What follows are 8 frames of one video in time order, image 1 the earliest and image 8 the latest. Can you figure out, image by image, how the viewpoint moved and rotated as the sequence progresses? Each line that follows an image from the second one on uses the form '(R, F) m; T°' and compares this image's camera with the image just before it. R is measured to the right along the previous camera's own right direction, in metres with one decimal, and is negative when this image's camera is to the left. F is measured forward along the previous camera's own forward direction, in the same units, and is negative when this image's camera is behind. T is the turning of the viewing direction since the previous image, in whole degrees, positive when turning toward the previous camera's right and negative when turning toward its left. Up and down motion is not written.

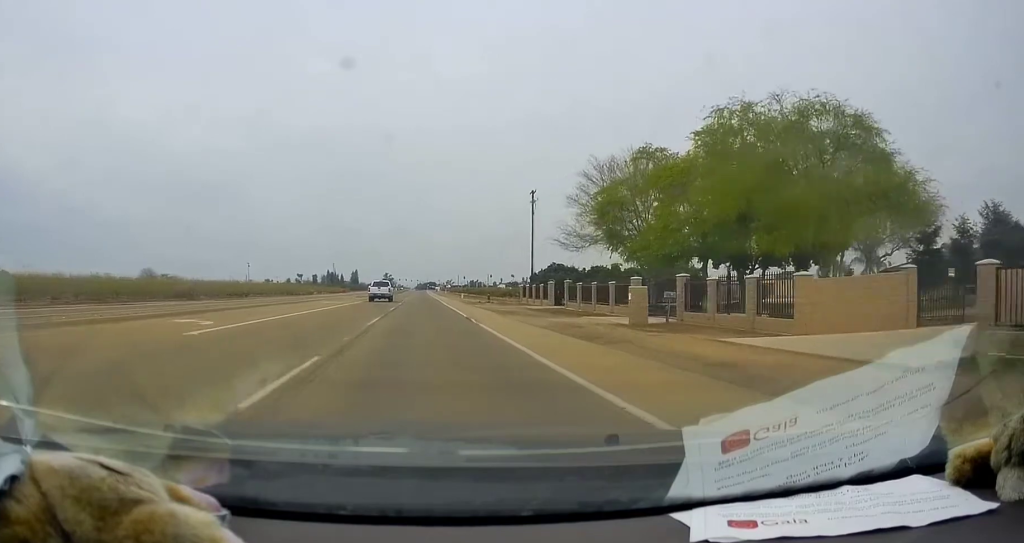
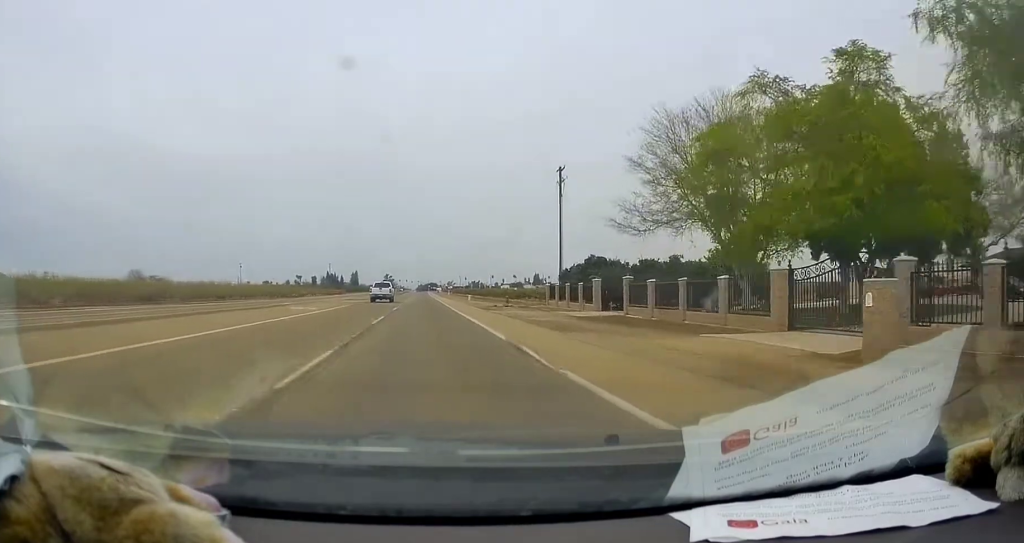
(-0.5, +13.7) m; -1°
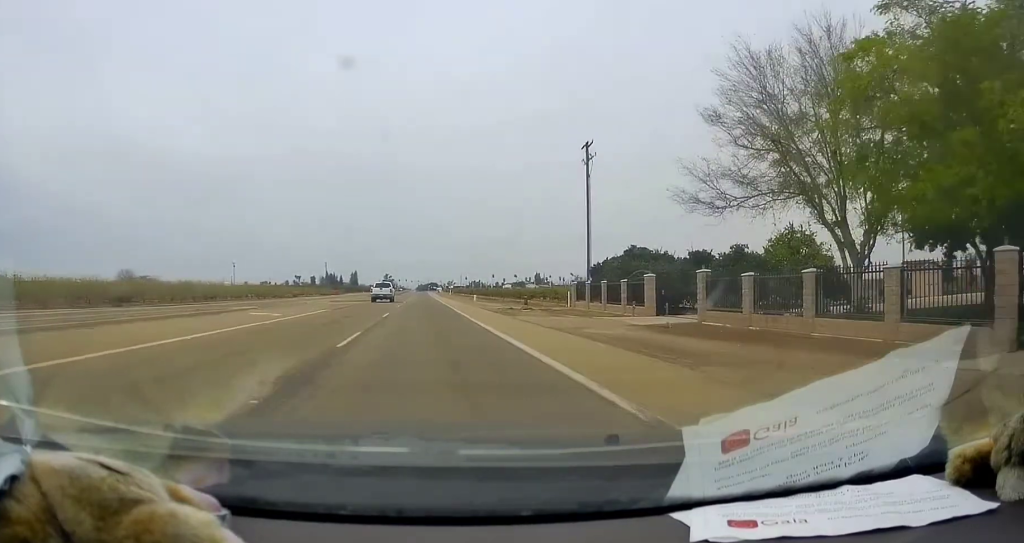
(-0.1, +9.1) m; -1°
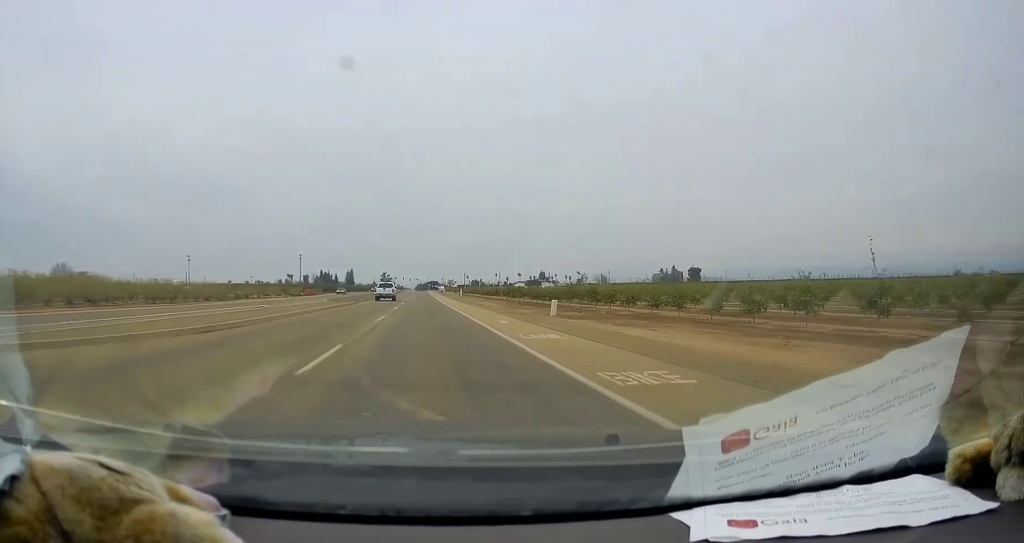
(+0.2, +47.8) m; +1°
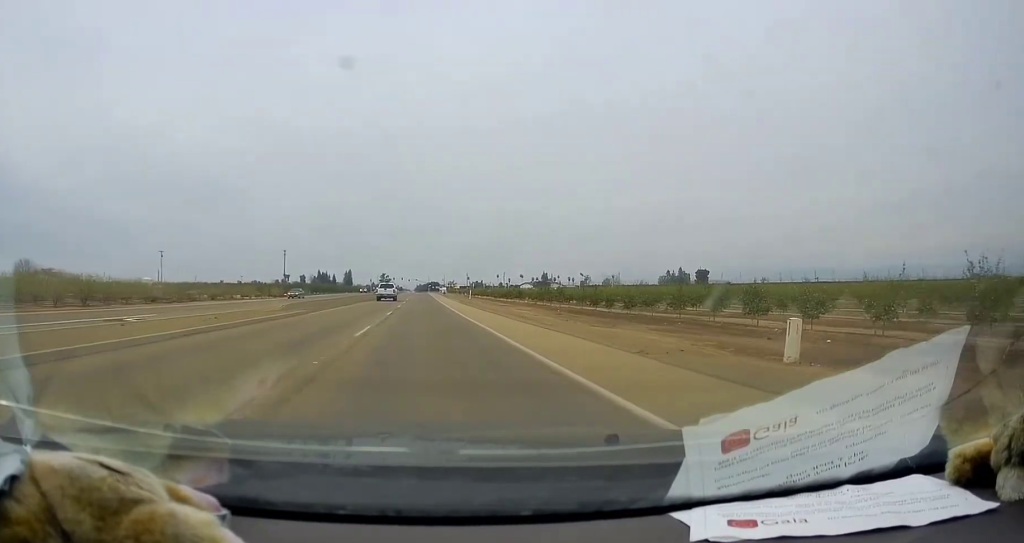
(+0.3, +22.0) m; 0°
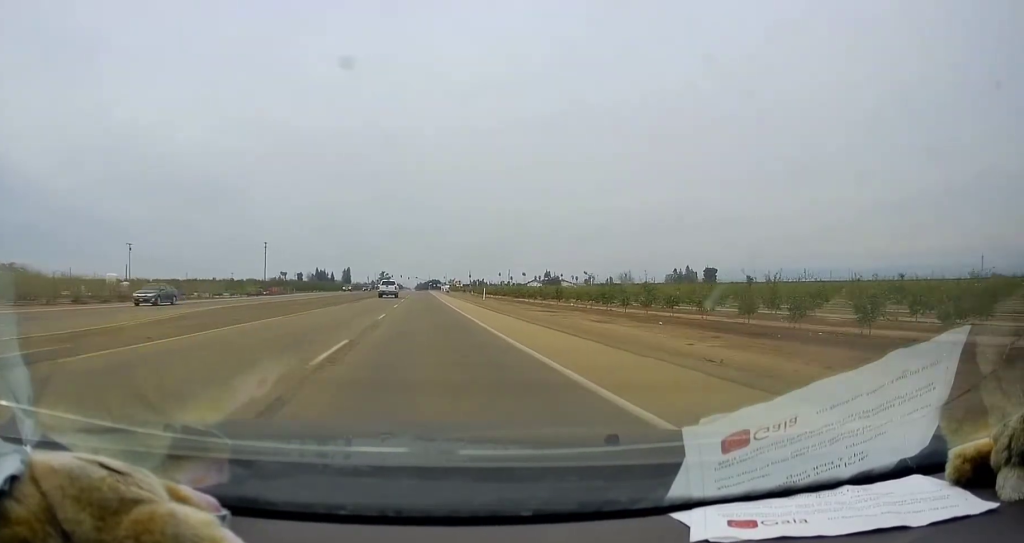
(-0.3, +19.8) m; -1°
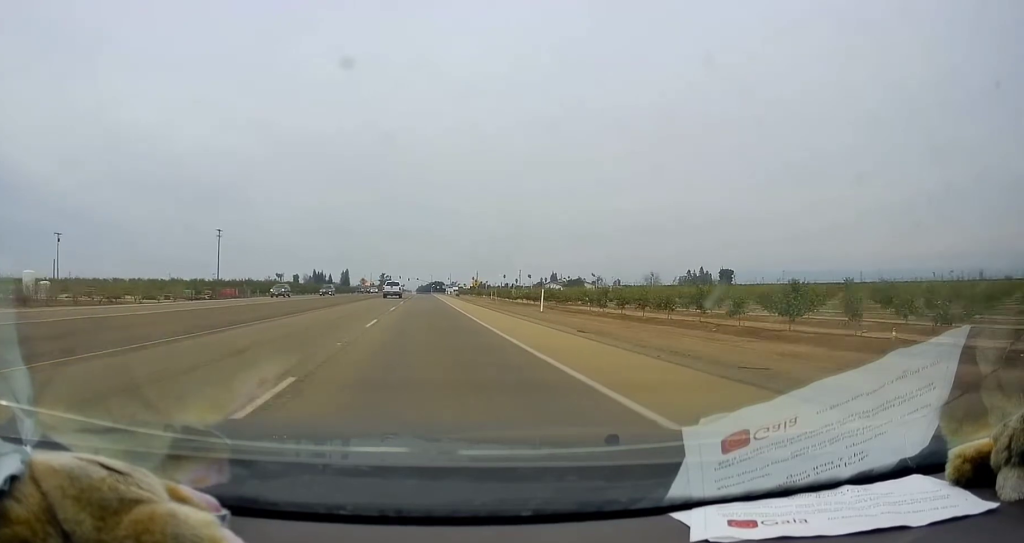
(0.0, +35.3) m; +1°
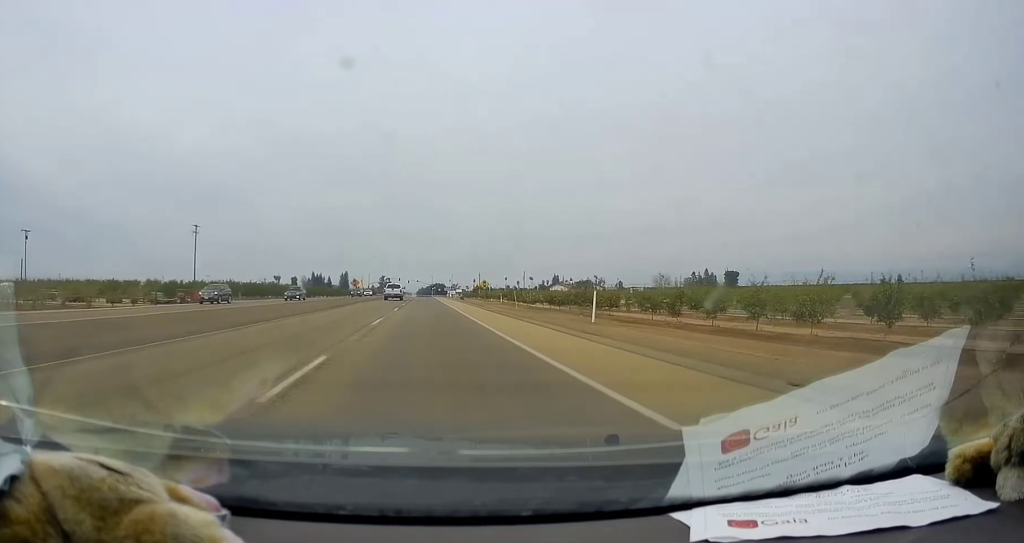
(0.0, +12.3) m; +1°
